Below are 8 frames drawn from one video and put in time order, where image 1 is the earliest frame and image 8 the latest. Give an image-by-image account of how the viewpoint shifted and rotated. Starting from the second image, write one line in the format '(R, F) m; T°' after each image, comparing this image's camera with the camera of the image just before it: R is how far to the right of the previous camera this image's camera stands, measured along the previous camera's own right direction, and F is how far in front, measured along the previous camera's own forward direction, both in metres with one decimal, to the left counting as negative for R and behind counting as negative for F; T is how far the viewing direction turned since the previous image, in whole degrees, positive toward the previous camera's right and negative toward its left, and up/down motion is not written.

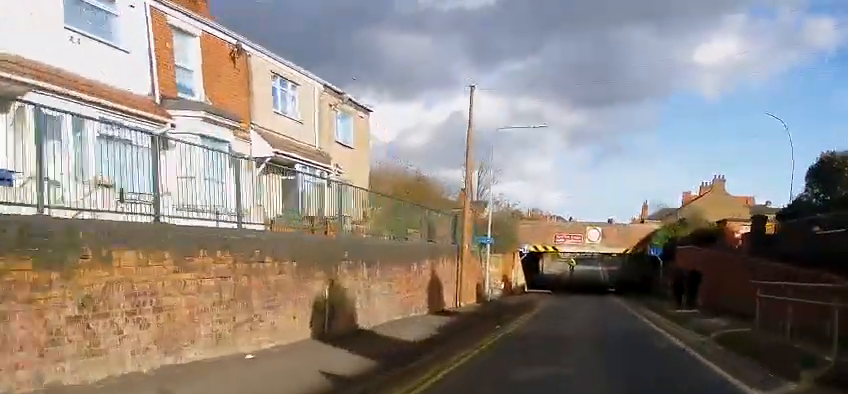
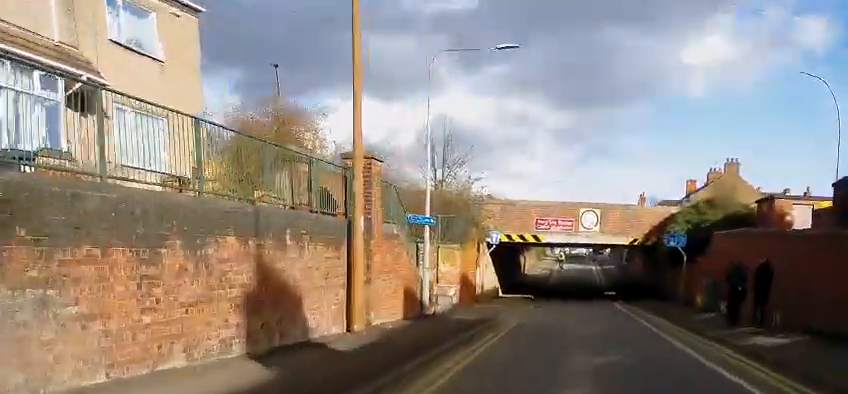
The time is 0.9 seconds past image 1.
(+0.1, +11.0) m; +1°
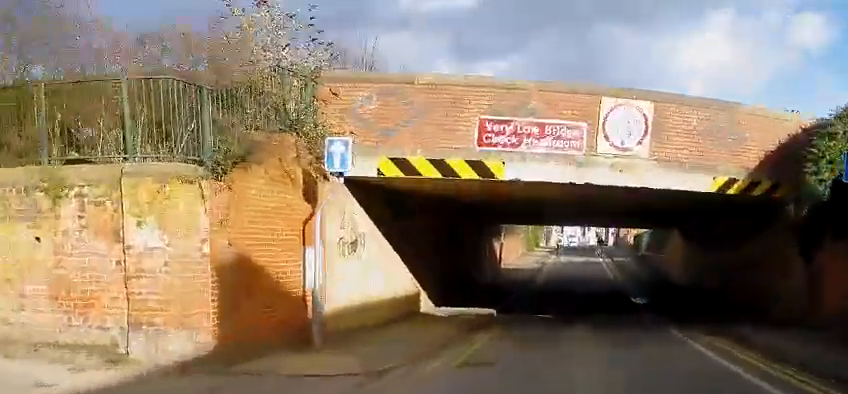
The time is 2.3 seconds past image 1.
(+0.1, +18.3) m; 0°
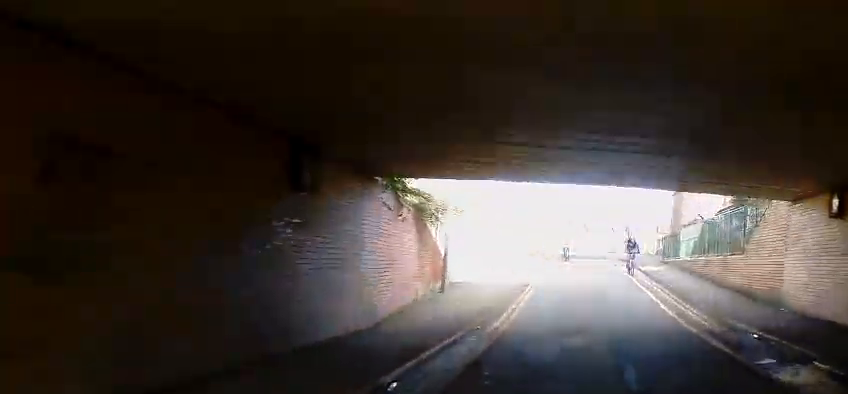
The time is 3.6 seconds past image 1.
(0.0, +16.9) m; 0°
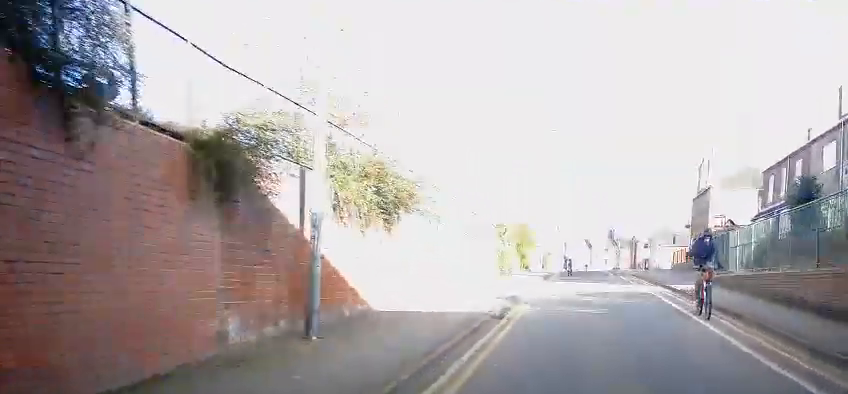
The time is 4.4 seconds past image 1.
(0.0, +10.3) m; 0°
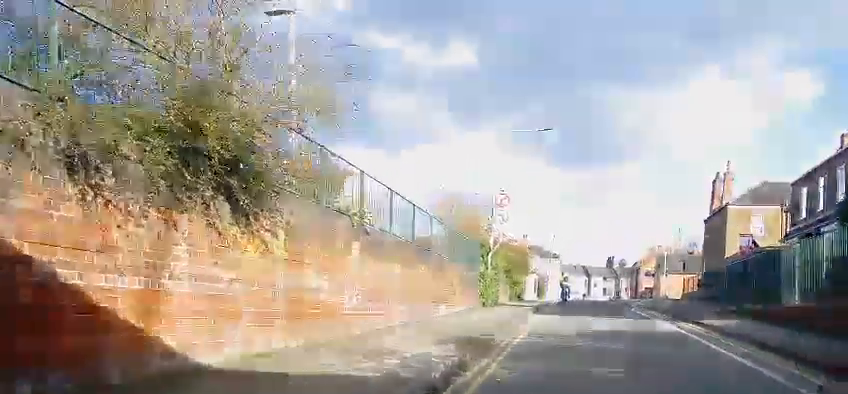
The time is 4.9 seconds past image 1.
(0.0, +6.2) m; 0°
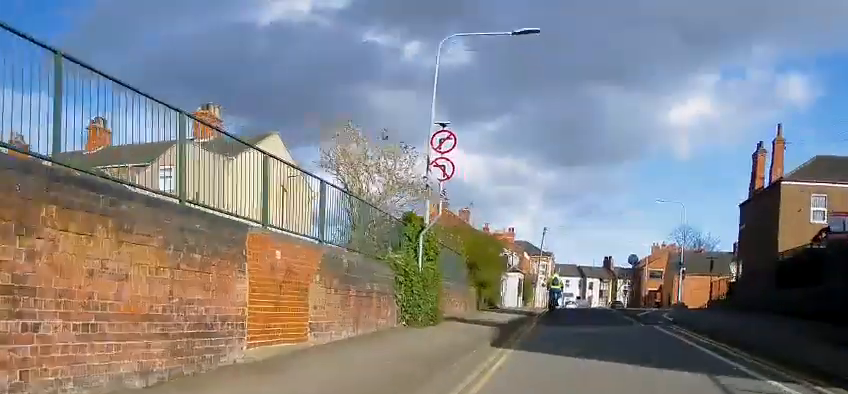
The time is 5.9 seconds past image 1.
(0.0, +11.8) m; 0°
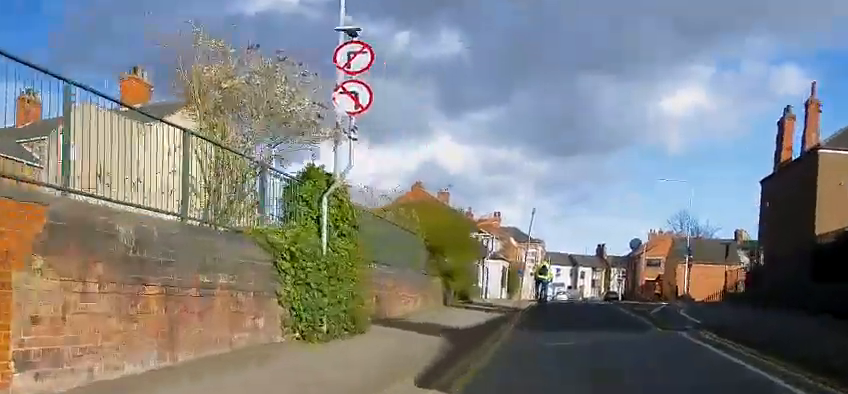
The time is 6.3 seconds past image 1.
(0.0, +5.6) m; 0°
